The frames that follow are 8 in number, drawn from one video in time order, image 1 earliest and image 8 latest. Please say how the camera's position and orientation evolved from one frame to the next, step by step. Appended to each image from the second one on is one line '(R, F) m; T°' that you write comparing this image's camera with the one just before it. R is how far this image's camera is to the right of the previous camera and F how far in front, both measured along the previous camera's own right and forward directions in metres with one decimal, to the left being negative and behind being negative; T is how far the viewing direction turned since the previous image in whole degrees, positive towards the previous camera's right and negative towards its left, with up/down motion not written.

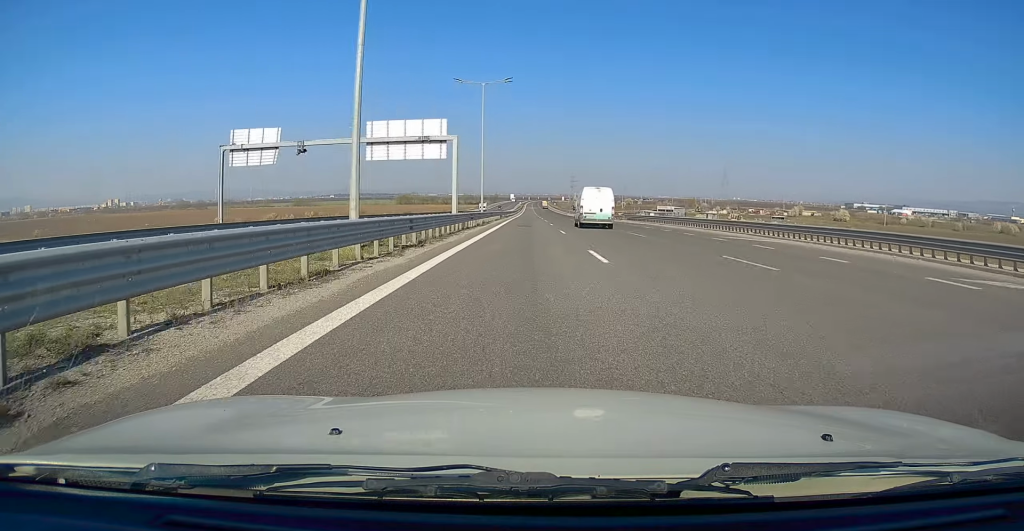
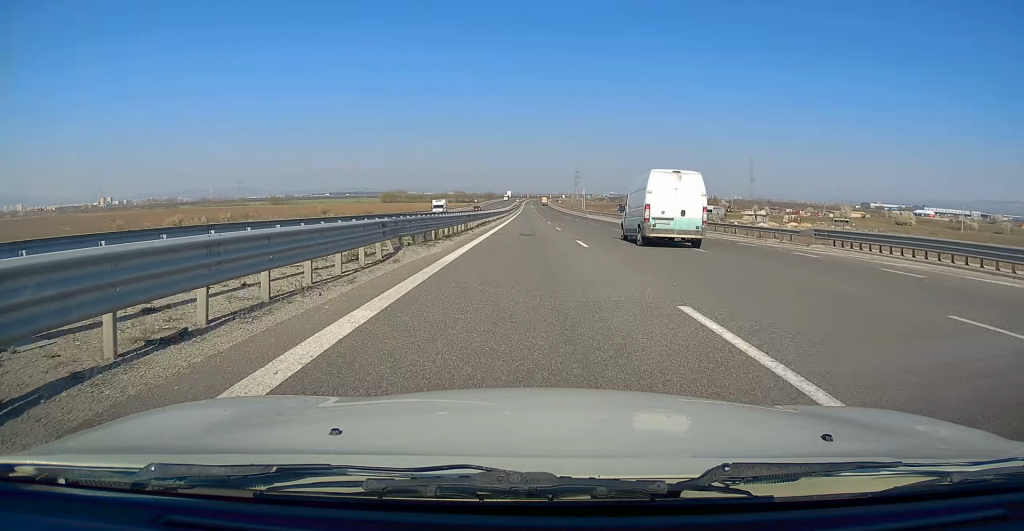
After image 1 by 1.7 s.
(0.0, +57.4) m; 0°
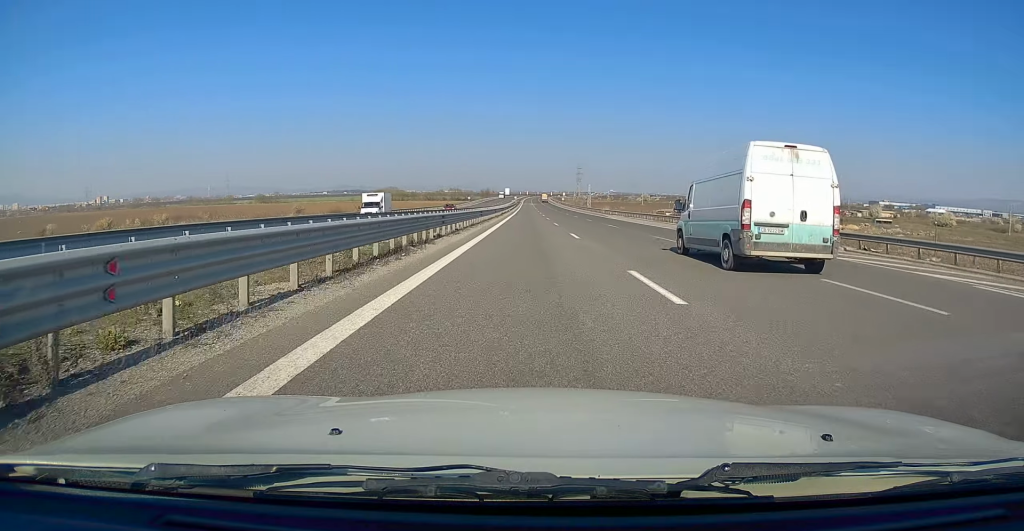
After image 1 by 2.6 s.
(0.0, +27.7) m; 0°
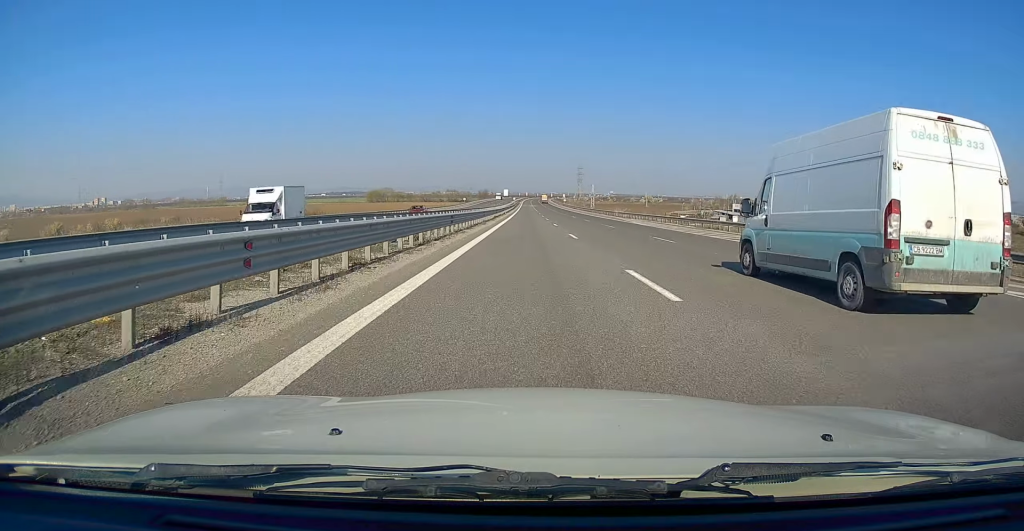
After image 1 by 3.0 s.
(0.0, +15.5) m; 0°
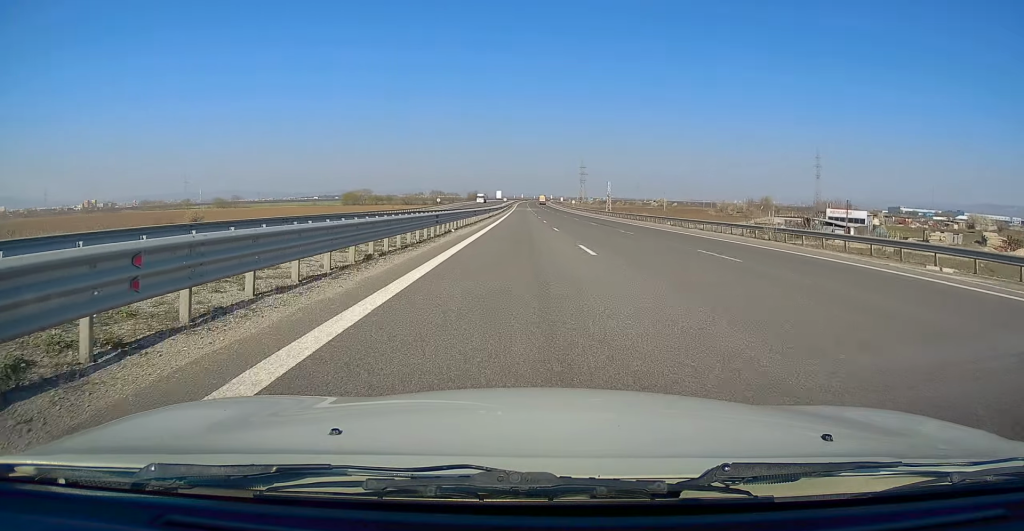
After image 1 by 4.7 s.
(+0.1, +55.8) m; +1°
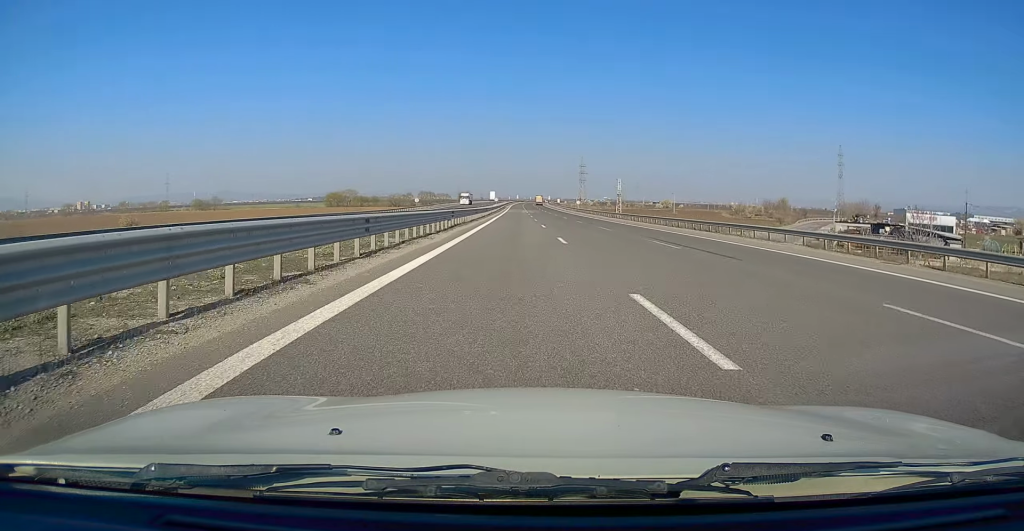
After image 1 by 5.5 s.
(+0.3, +26.9) m; +1°
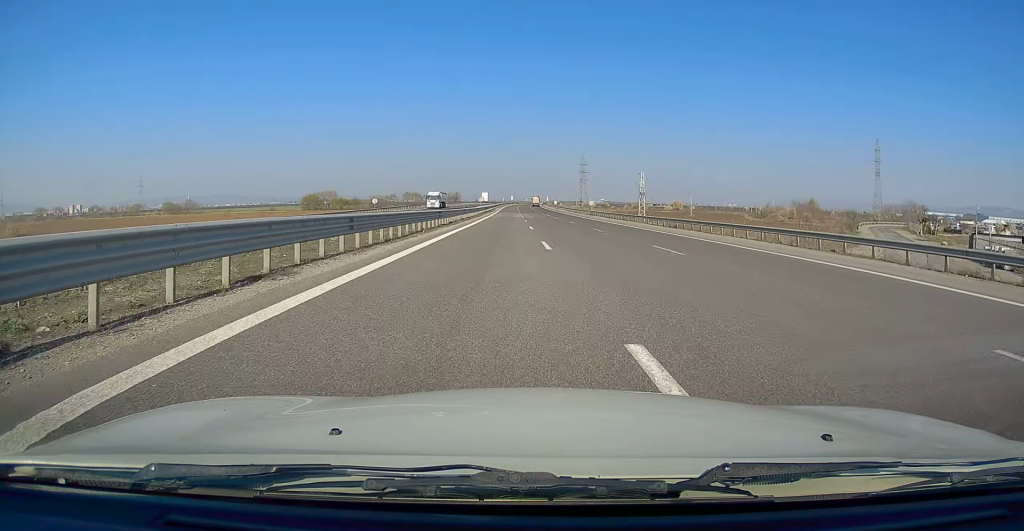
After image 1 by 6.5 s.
(0.0, +34.6) m; -1°
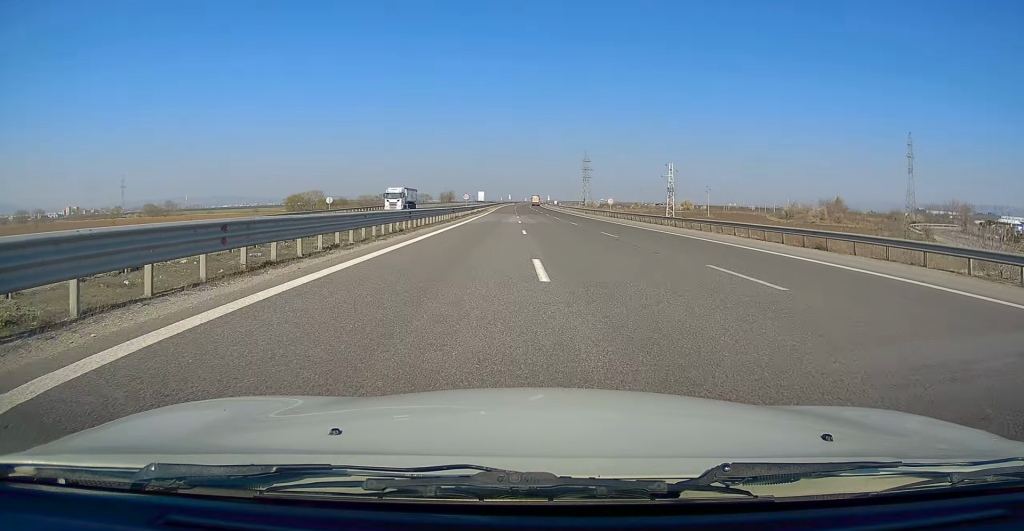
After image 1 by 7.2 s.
(-0.2, +23.4) m; 0°
